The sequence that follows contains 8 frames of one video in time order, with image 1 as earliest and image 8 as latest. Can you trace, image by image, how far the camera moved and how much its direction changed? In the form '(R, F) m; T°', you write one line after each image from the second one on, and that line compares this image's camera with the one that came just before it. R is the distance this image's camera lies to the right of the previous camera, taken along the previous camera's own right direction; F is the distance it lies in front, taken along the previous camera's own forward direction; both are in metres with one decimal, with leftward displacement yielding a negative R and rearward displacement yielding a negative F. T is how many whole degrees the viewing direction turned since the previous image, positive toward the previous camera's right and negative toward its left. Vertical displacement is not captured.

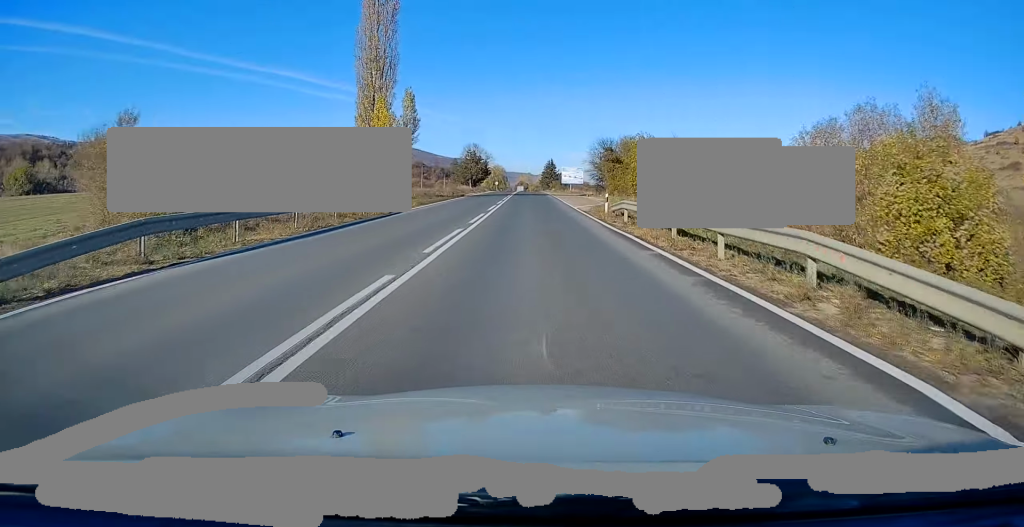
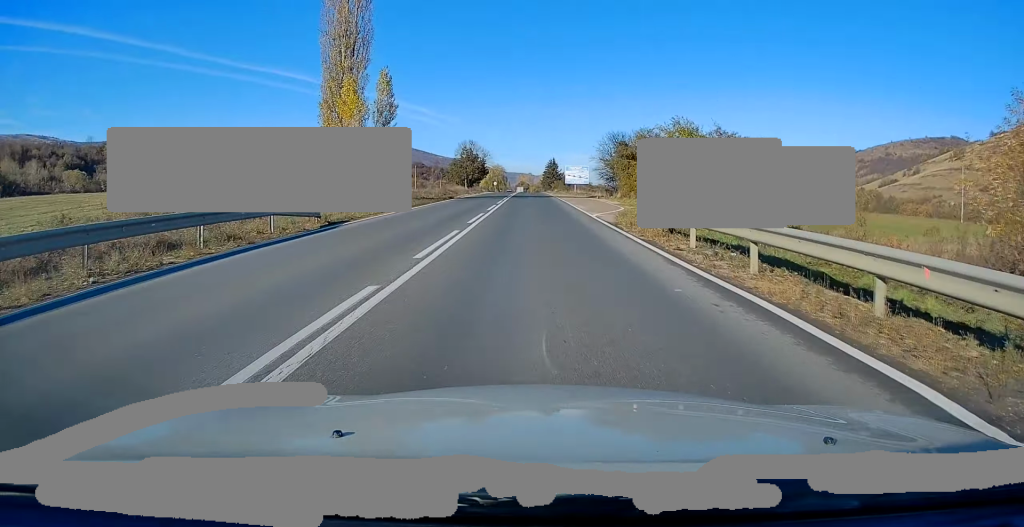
(-0.2, +9.8) m; 0°
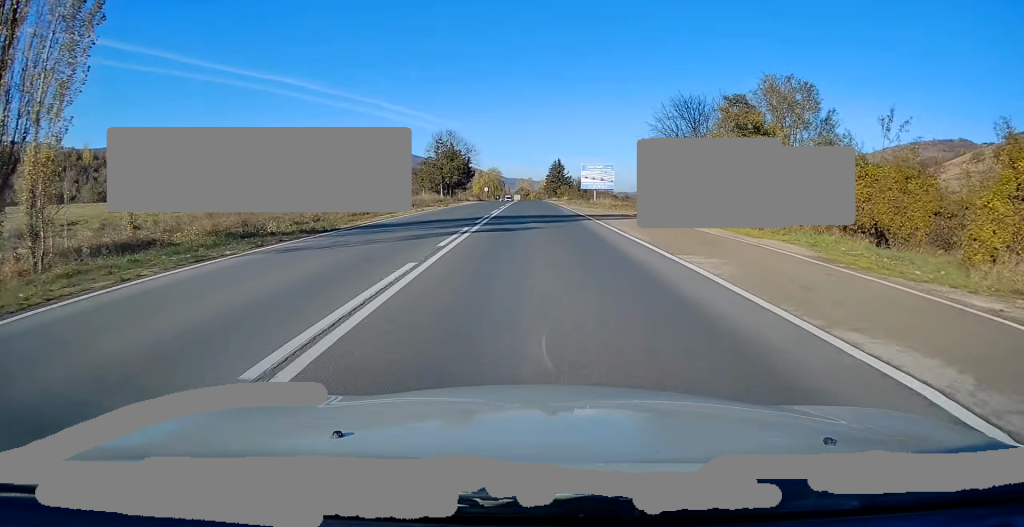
(+0.2, +33.0) m; 0°
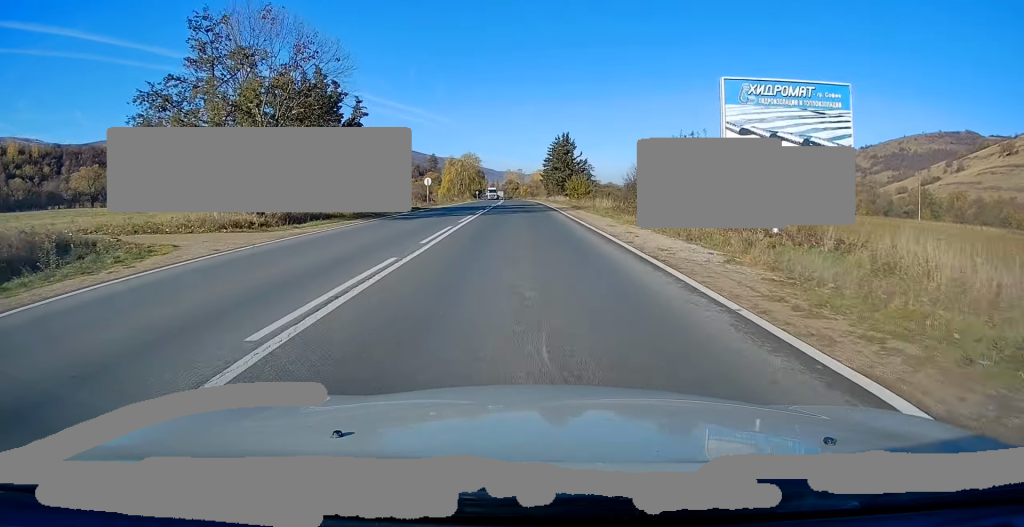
(+0.4, +60.2) m; +1°
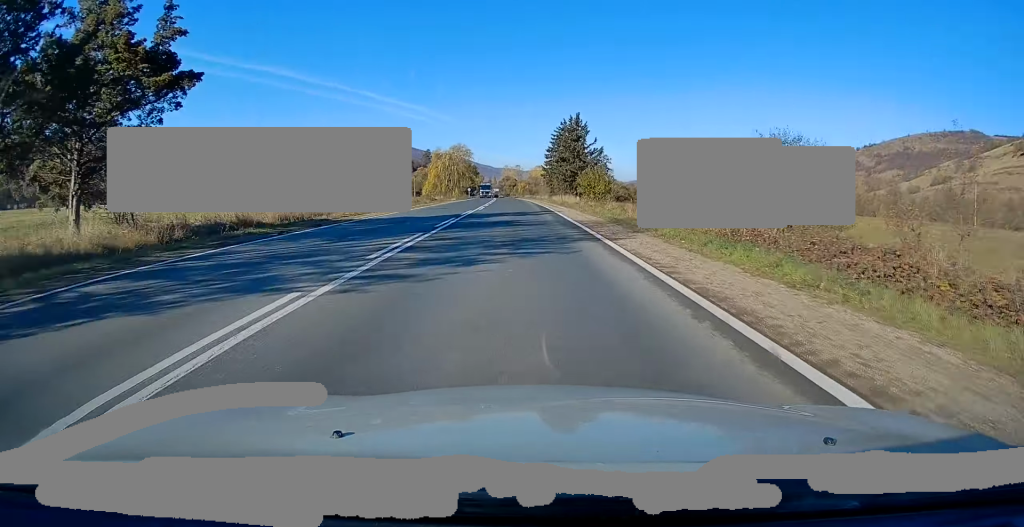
(0.0, +21.5) m; 0°
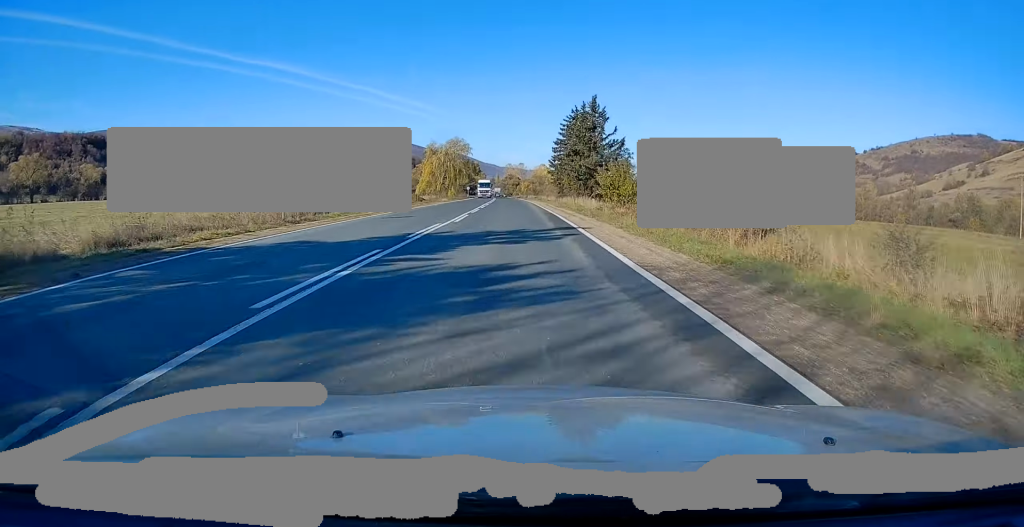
(0.0, +13.3) m; 0°
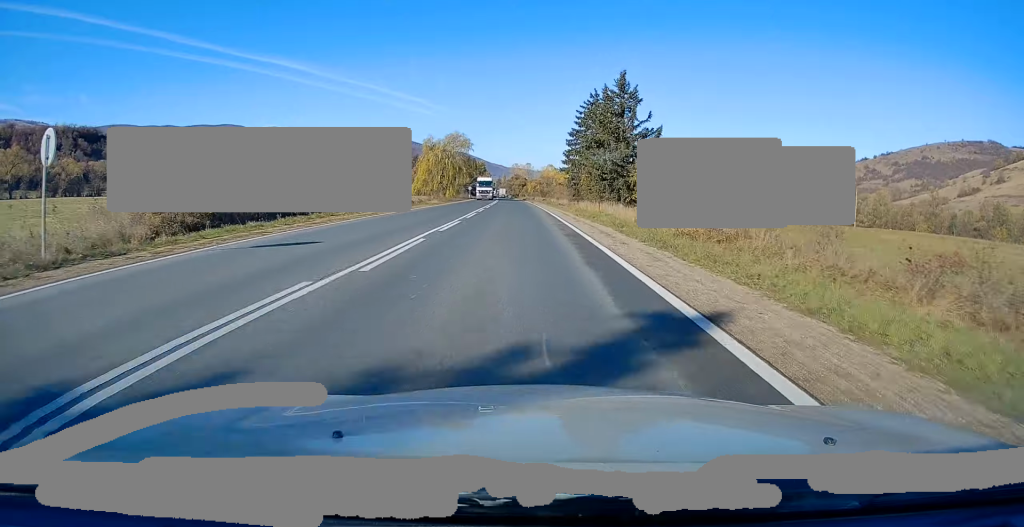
(+0.1, +13.2) m; -1°
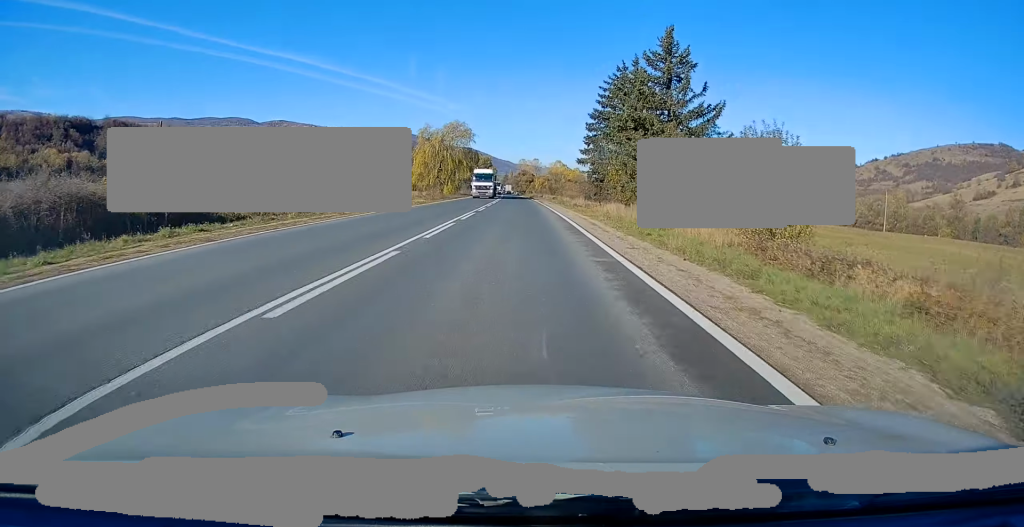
(-0.1, +12.5) m; -1°
